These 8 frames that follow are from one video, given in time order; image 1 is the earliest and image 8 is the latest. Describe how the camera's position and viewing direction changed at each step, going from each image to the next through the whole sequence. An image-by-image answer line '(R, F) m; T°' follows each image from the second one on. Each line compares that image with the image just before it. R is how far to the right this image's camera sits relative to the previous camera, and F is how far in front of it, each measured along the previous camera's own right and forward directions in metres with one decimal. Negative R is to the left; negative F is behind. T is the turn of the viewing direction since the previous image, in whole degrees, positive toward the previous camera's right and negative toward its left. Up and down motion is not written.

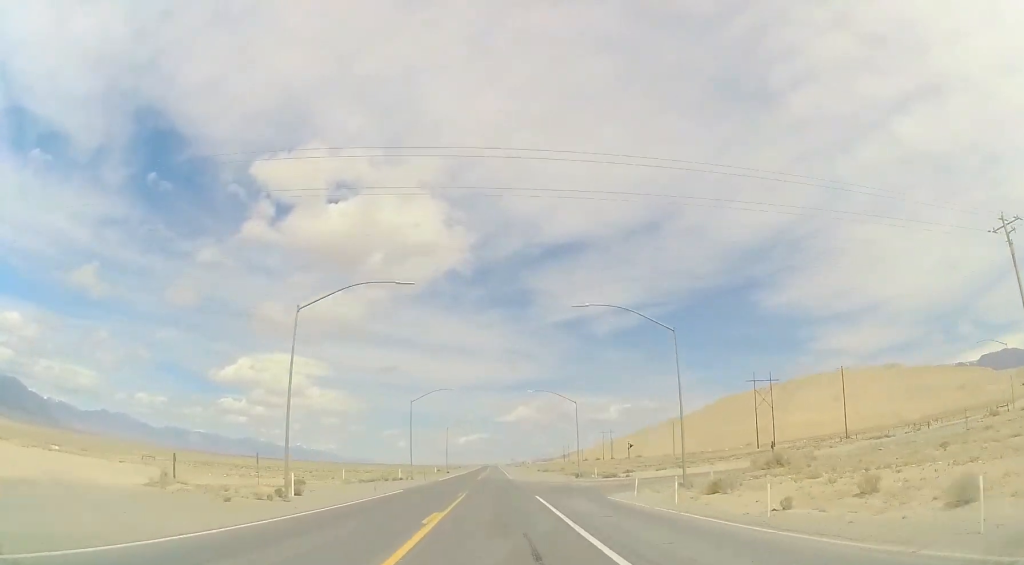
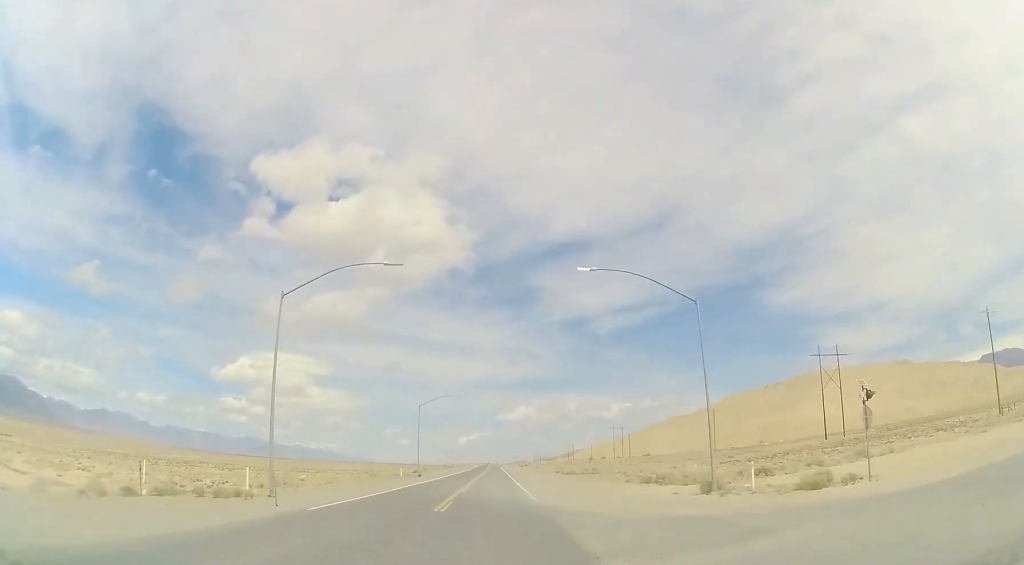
(0.0, +39.7) m; -1°
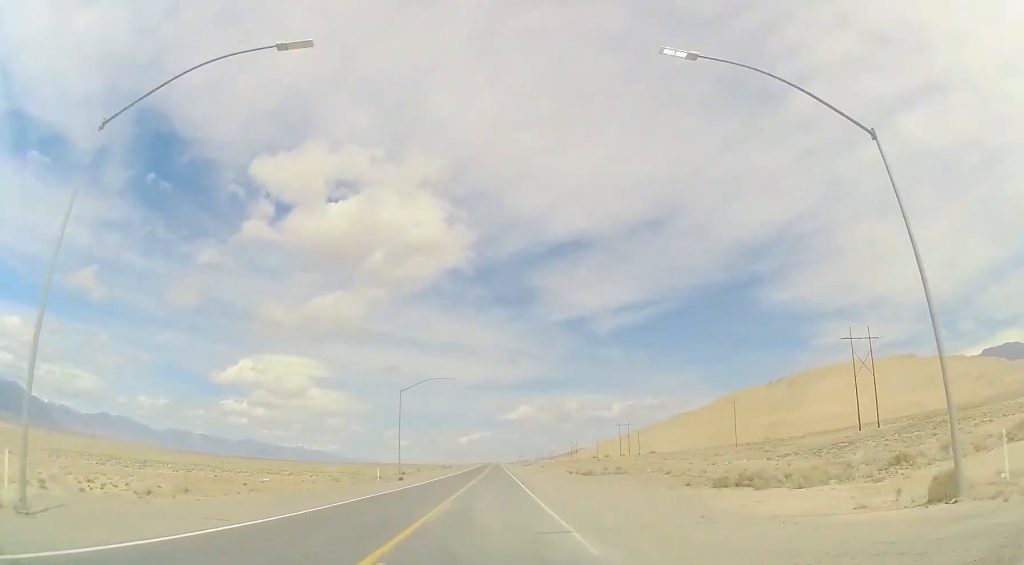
(-0.2, +14.5) m; 0°
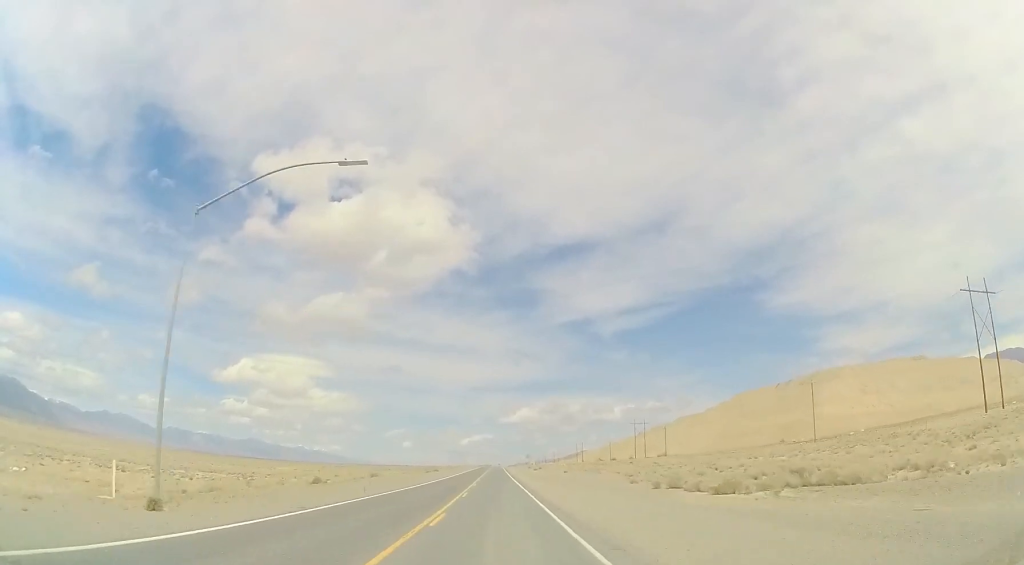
(0.0, +41.0) m; +1°
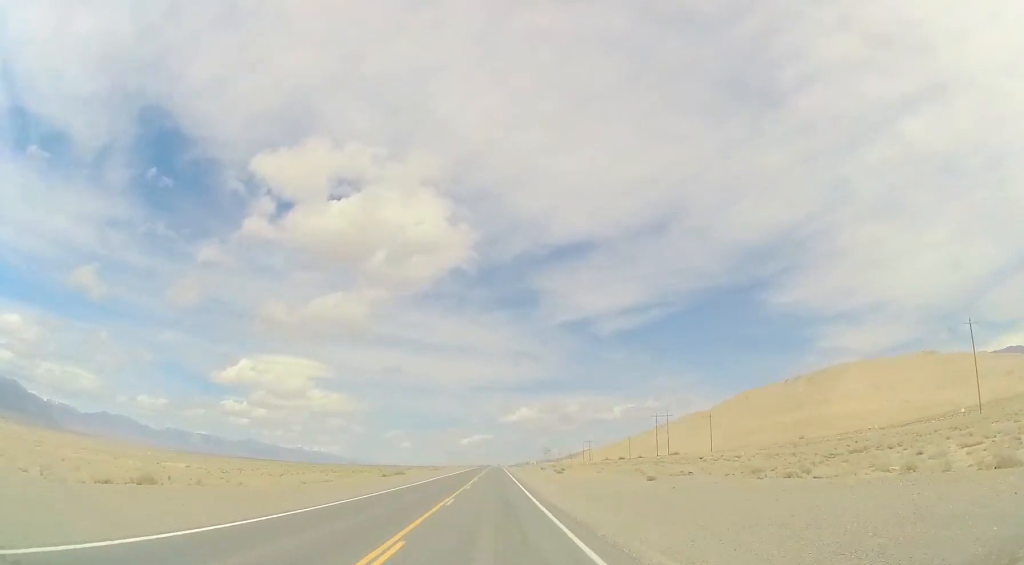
(+0.4, +48.2) m; 0°
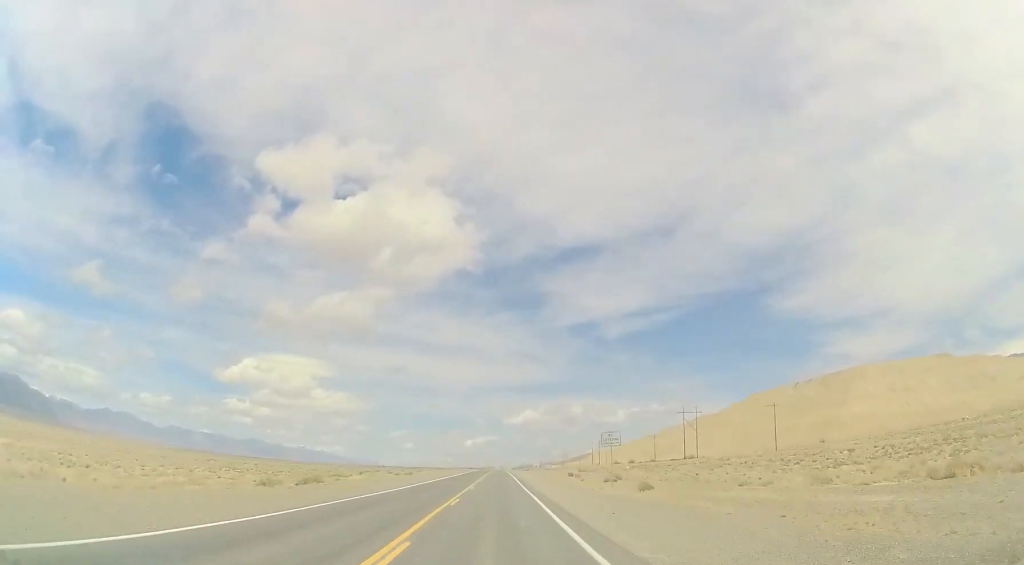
(-0.2, +40.9) m; 0°
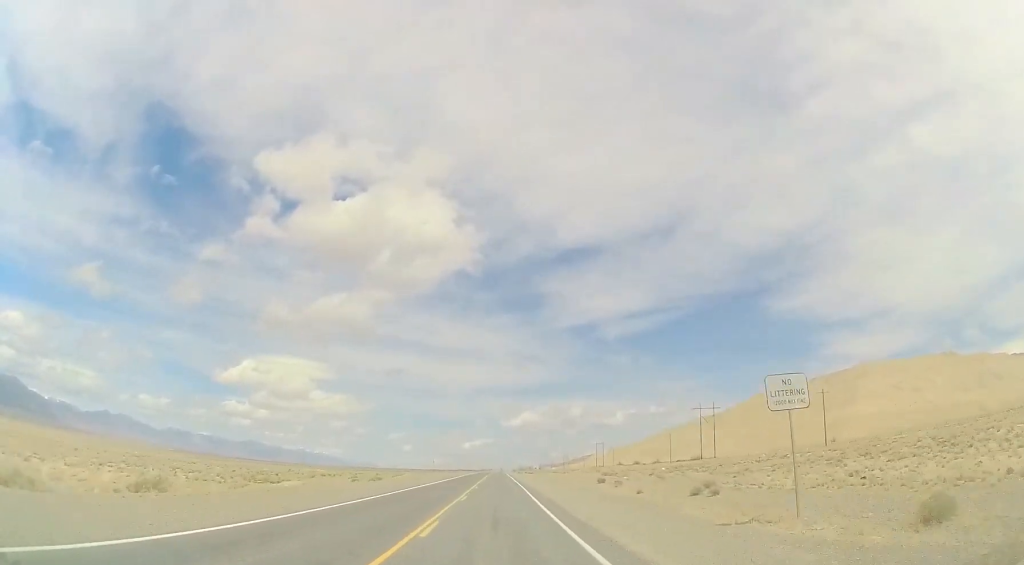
(0.0, +22.8) m; 0°
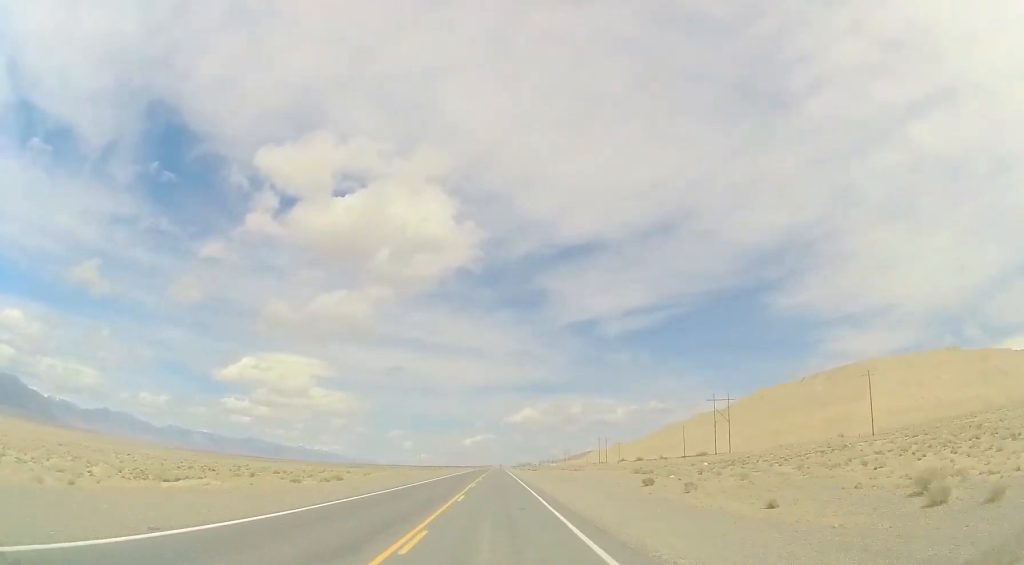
(0.0, +16.7) m; 0°
